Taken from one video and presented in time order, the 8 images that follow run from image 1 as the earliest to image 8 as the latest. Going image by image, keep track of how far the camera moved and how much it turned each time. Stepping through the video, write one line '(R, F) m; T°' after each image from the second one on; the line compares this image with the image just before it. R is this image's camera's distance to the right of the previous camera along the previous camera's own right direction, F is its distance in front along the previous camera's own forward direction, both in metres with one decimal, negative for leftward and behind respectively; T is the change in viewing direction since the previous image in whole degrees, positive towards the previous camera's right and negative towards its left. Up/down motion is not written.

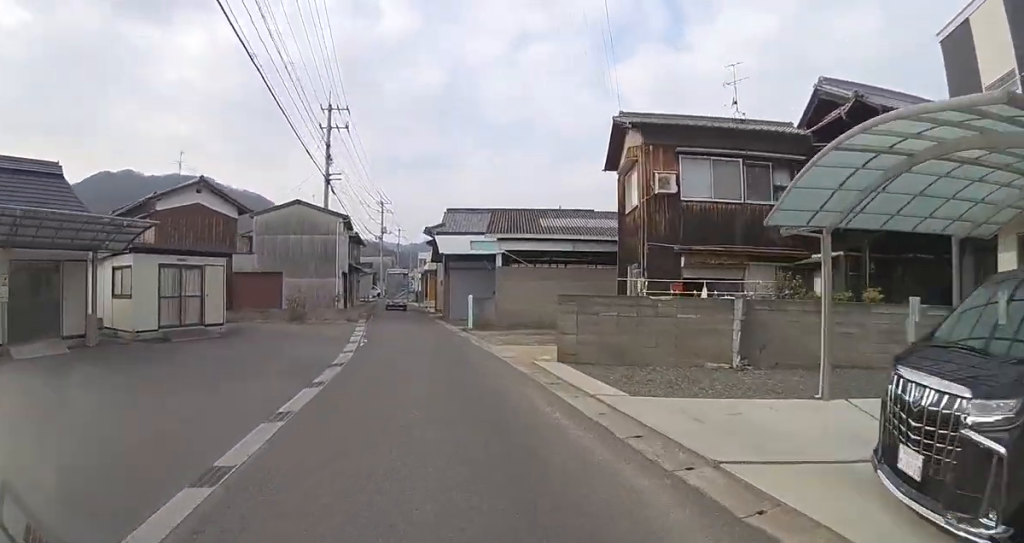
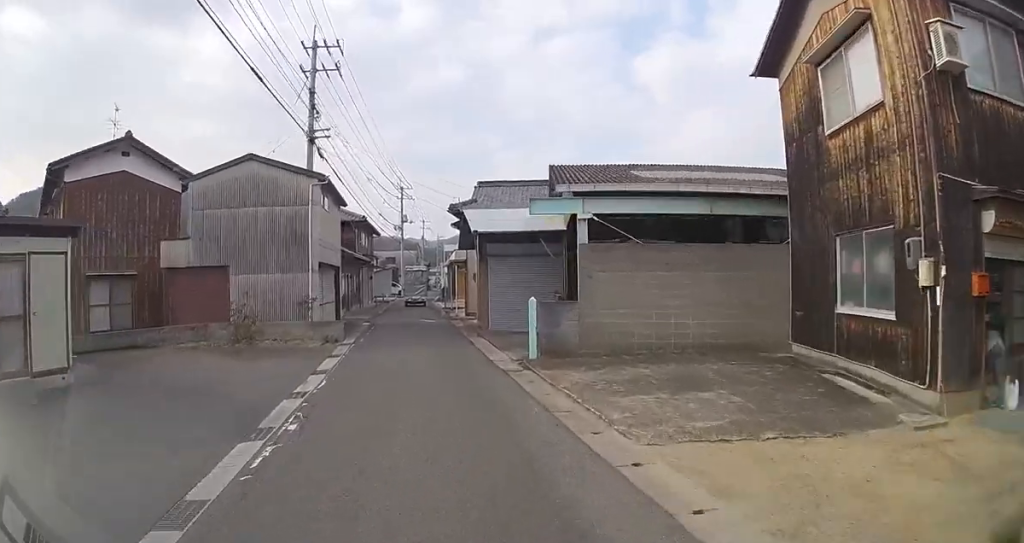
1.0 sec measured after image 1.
(0.0, +8.5) m; -5°
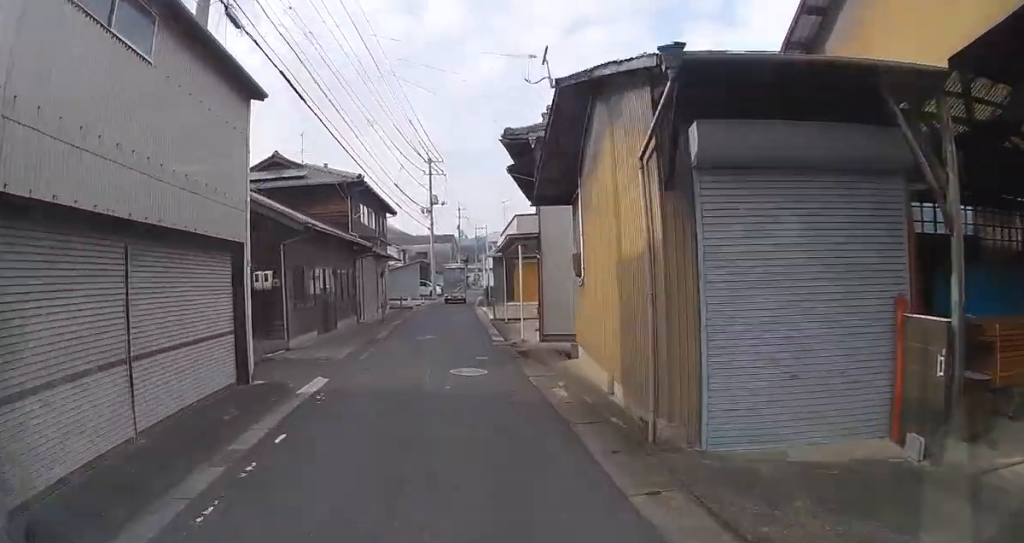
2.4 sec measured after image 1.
(-1.5, +12.0) m; -8°
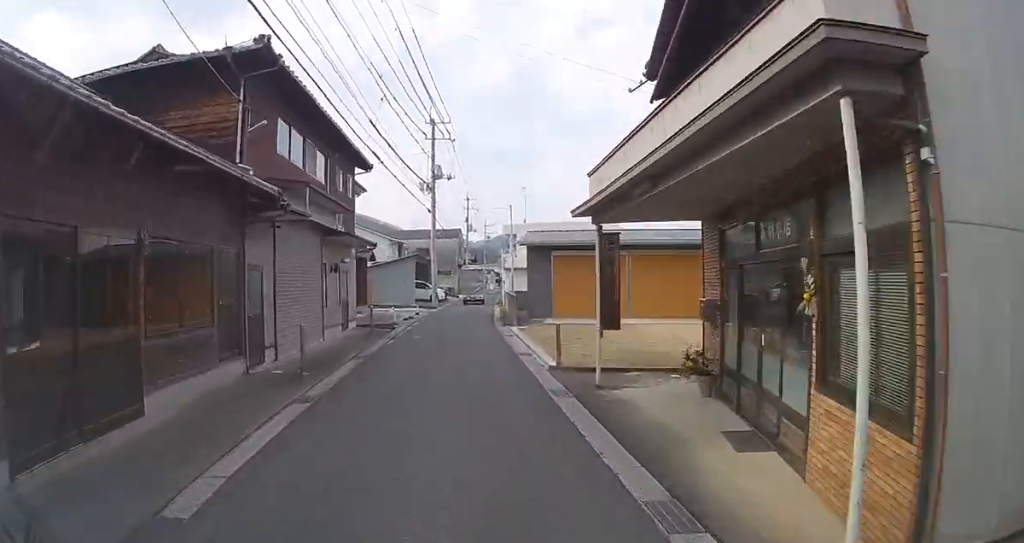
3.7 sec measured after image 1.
(+0.6, +12.3) m; +3°
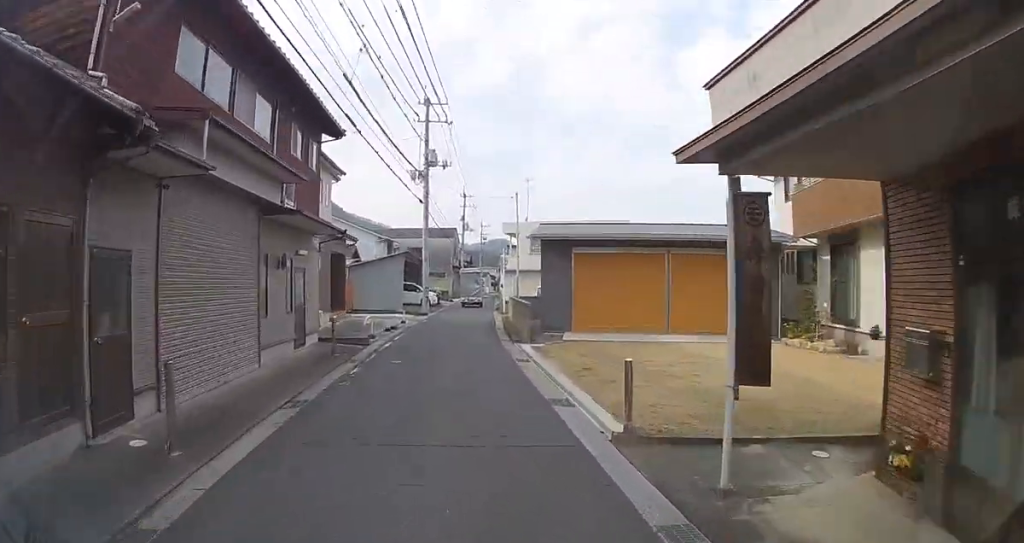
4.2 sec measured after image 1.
(0.0, +4.6) m; 0°
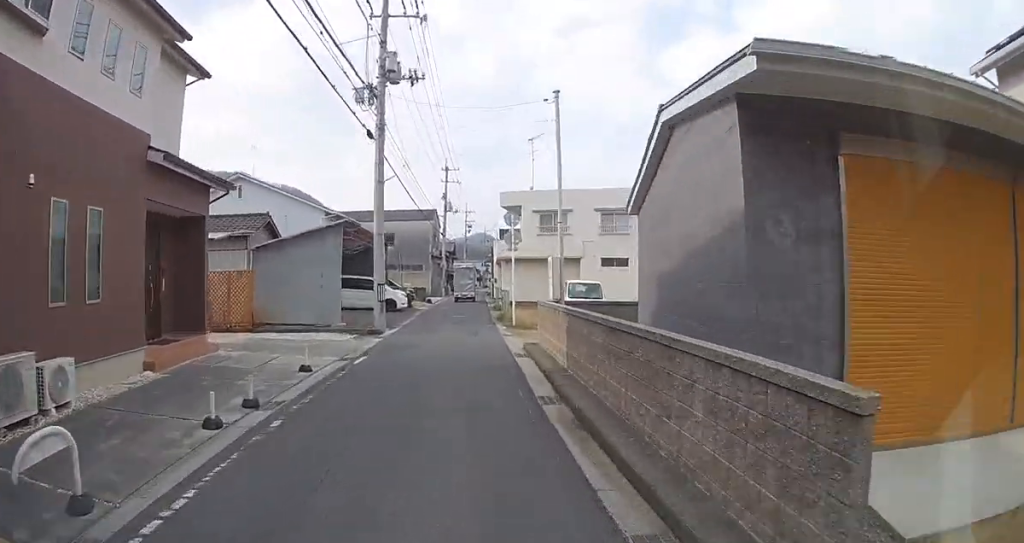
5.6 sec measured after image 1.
(0.0, +12.7) m; +1°
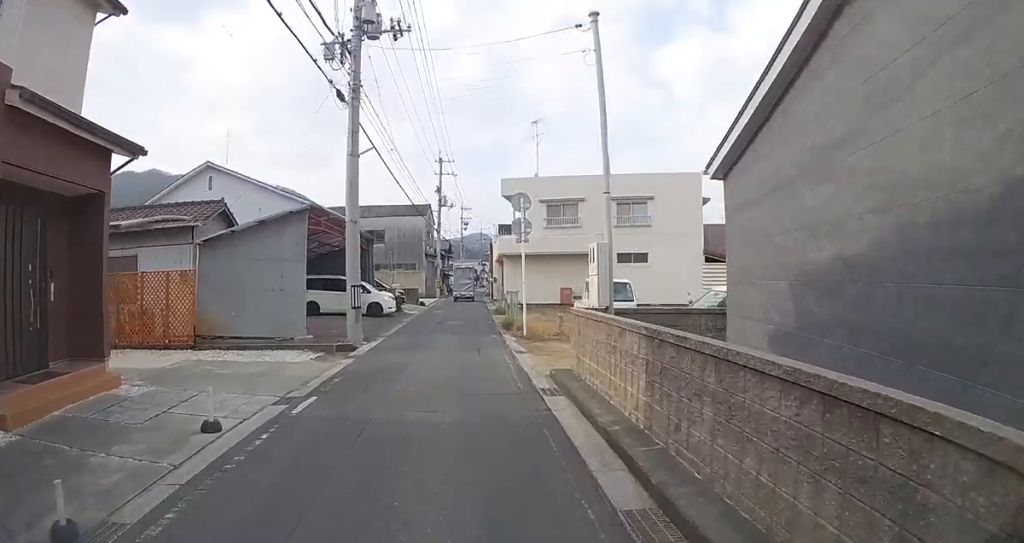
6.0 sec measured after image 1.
(+0.1, +3.8) m; +1°
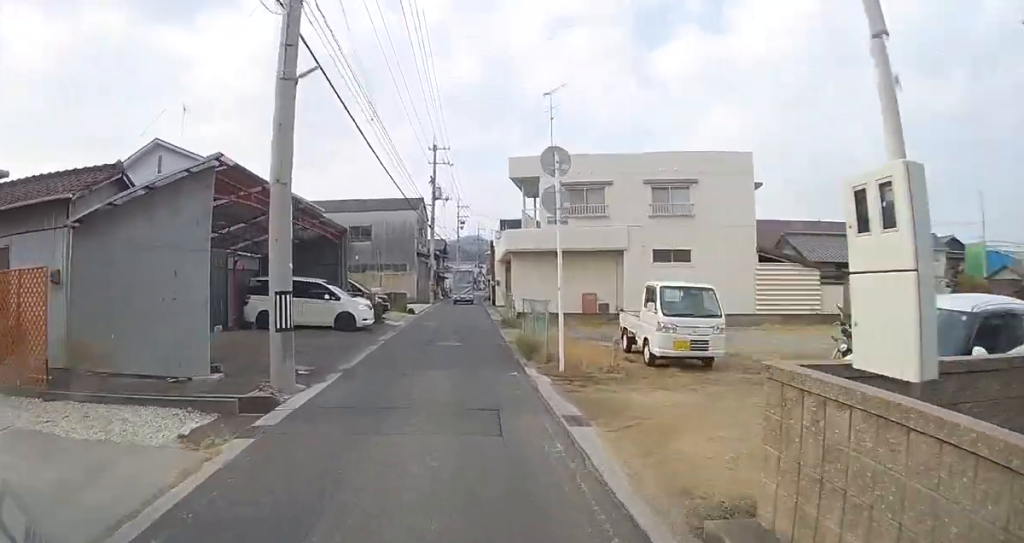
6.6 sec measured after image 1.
(0.0, +5.4) m; +2°
